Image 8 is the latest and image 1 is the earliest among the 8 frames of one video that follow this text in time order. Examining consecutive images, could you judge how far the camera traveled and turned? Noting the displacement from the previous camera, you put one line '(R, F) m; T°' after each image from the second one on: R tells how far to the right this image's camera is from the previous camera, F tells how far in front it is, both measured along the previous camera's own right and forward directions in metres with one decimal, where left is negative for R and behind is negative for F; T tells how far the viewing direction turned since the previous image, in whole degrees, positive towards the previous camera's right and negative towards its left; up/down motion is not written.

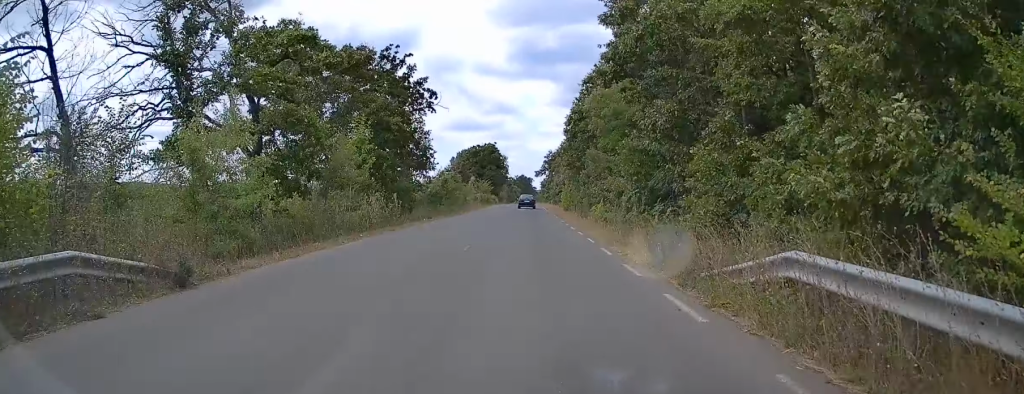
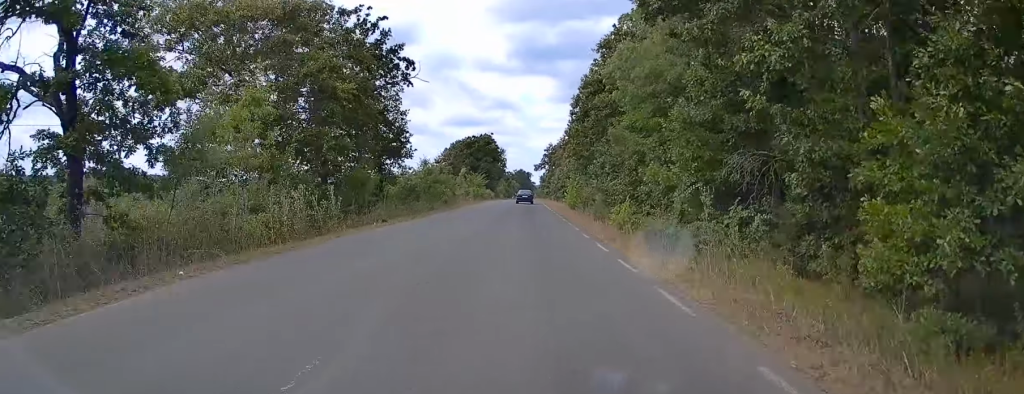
(0.0, +11.8) m; 0°
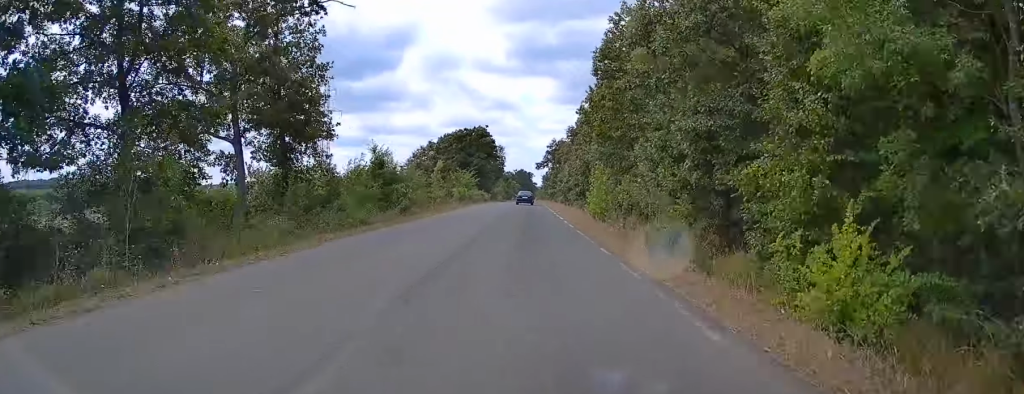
(0.0, +21.4) m; 0°
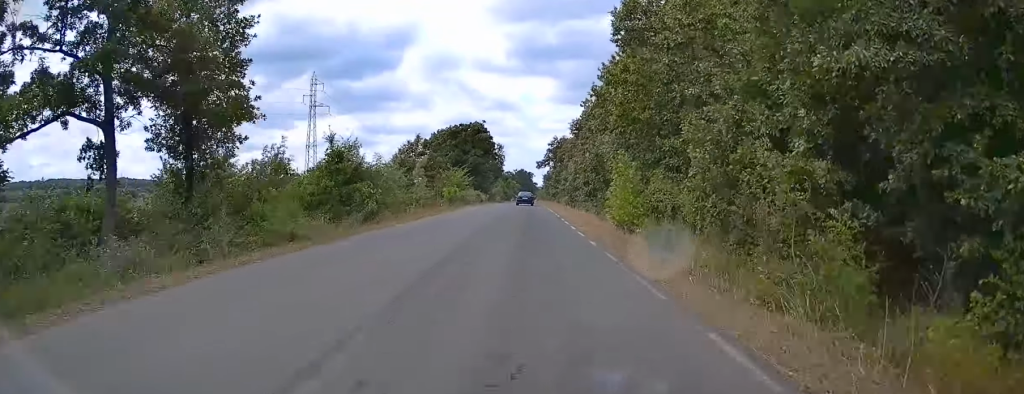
(0.0, +9.6) m; 0°
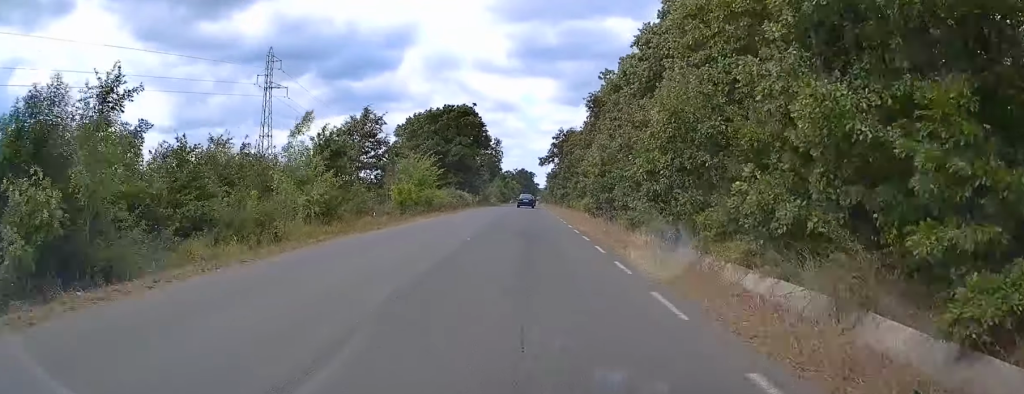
(0.0, +25.8) m; 0°
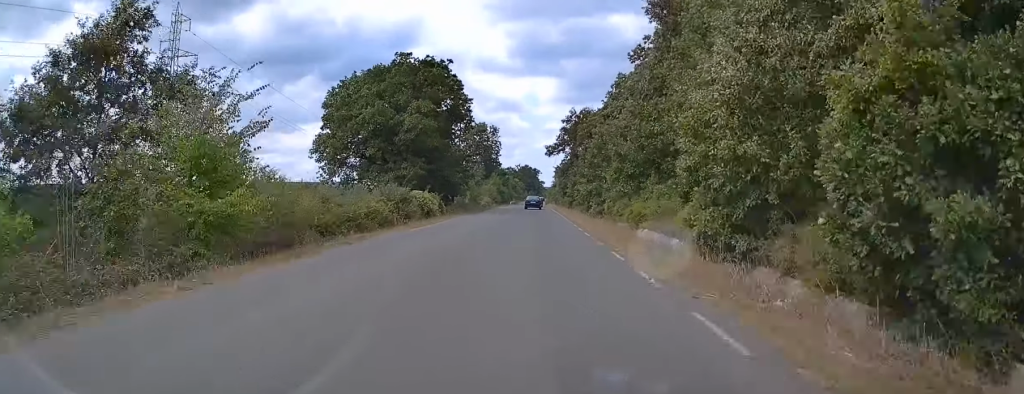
(-0.3, +33.7) m; -2°
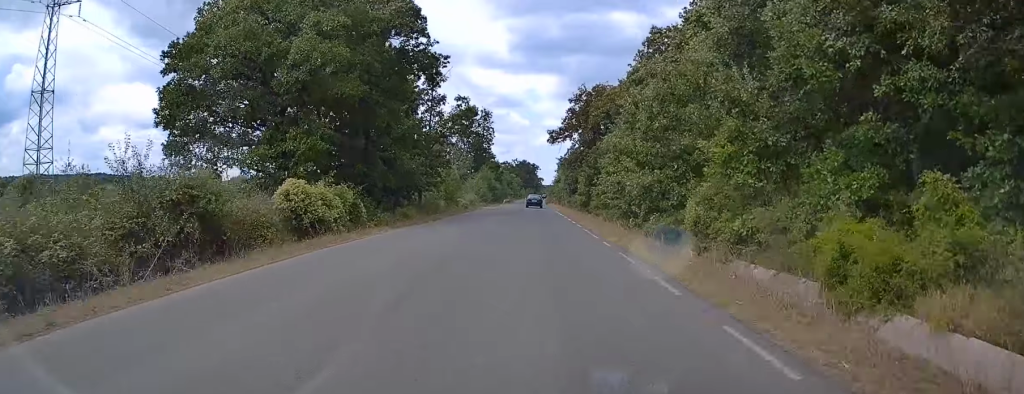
(-0.3, +25.0) m; 0°
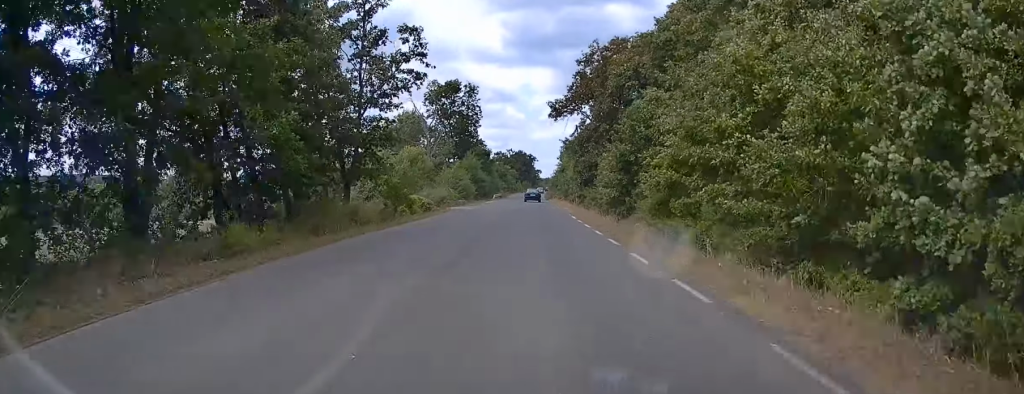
(+0.6, +25.2) m; +2°
